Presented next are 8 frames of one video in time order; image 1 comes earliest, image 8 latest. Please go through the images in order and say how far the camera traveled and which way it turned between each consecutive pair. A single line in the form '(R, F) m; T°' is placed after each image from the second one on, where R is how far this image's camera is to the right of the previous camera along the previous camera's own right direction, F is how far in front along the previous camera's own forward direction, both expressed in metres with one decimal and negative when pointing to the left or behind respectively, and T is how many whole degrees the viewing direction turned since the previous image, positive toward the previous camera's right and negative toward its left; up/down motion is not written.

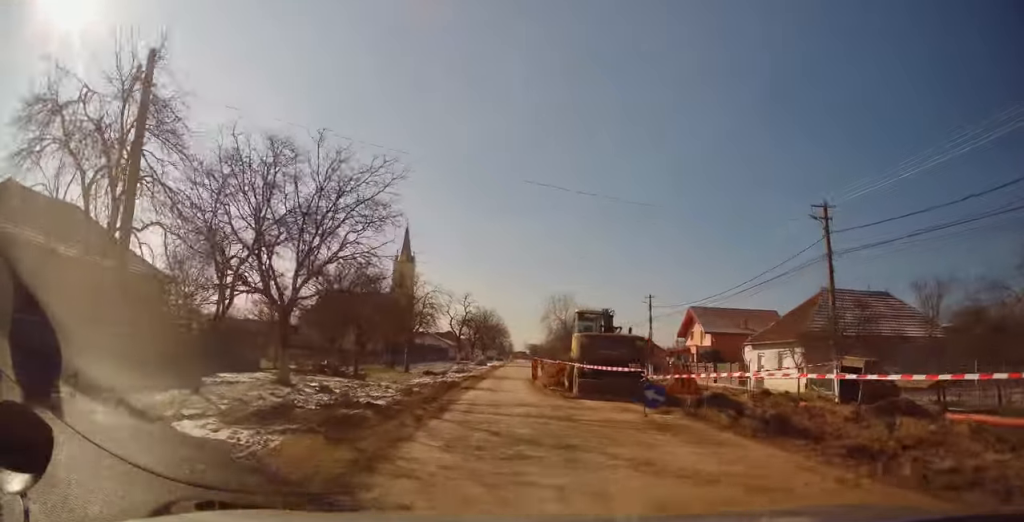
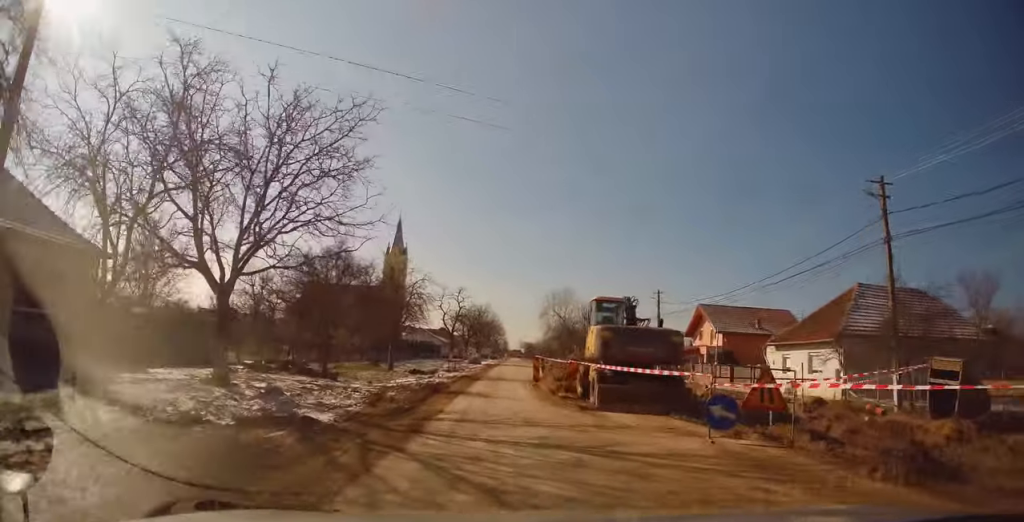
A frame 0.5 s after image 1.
(0.0, +4.3) m; +1°
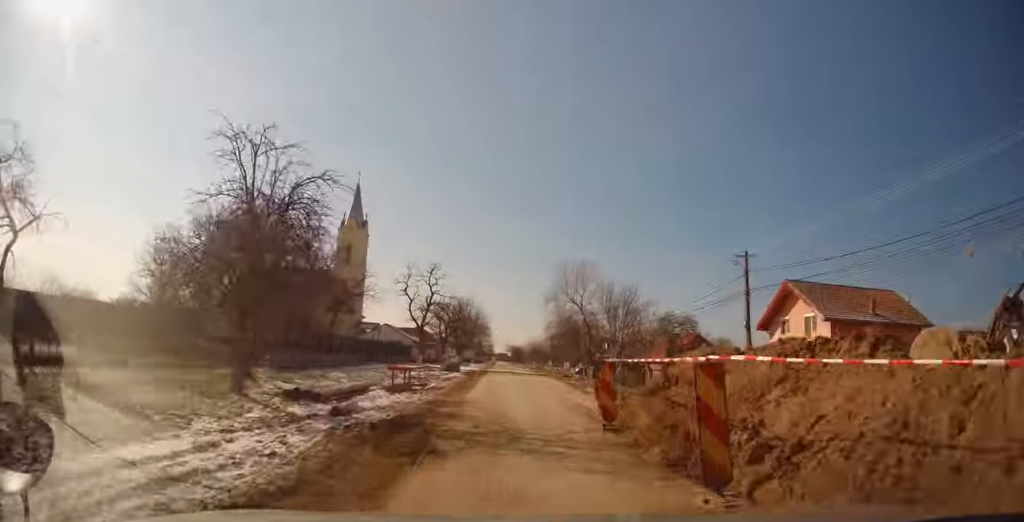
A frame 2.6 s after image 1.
(-0.5, +20.0) m; -2°
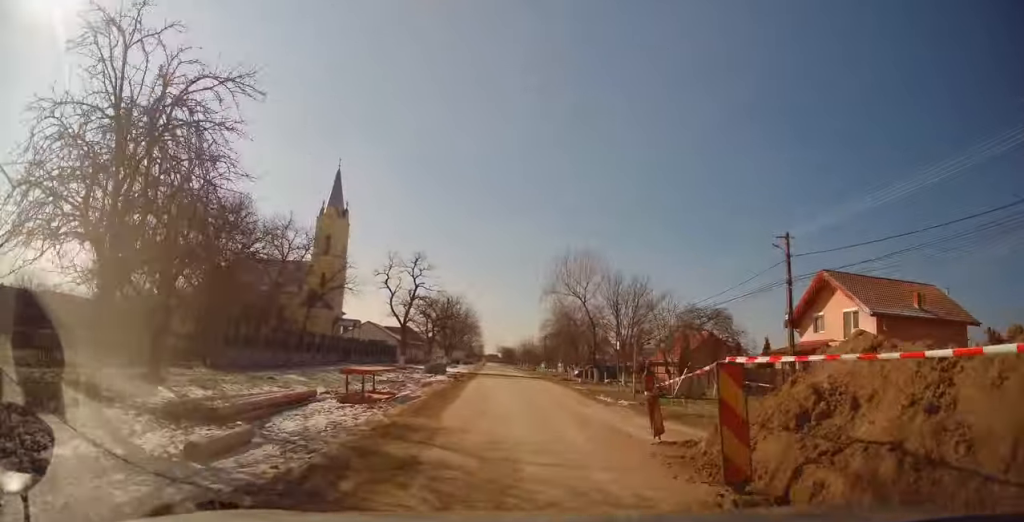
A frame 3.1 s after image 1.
(+0.1, +5.4) m; +2°
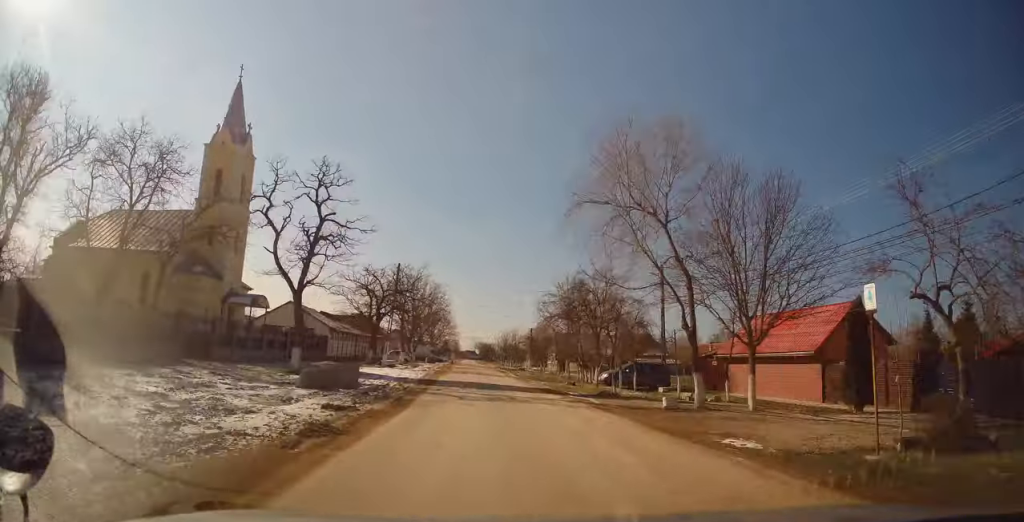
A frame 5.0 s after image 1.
(+1.4, +21.0) m; +4°
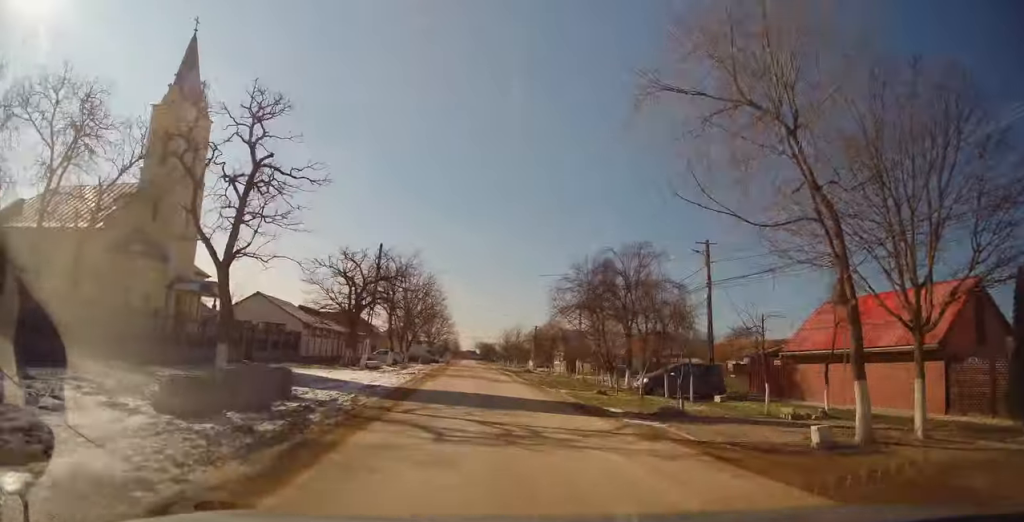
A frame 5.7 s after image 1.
(-0.2, +7.7) m; +1°
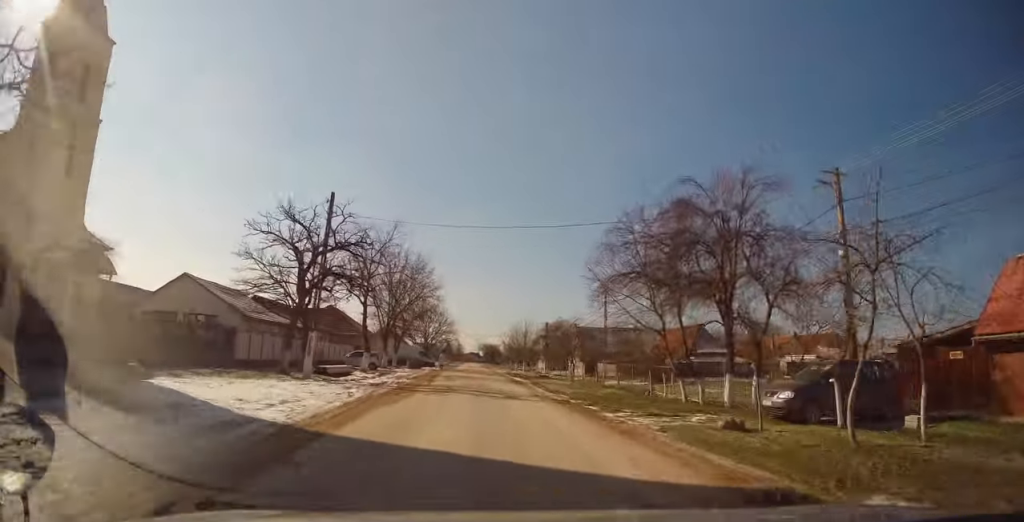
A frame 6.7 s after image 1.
(+0.5, +12.3) m; 0°
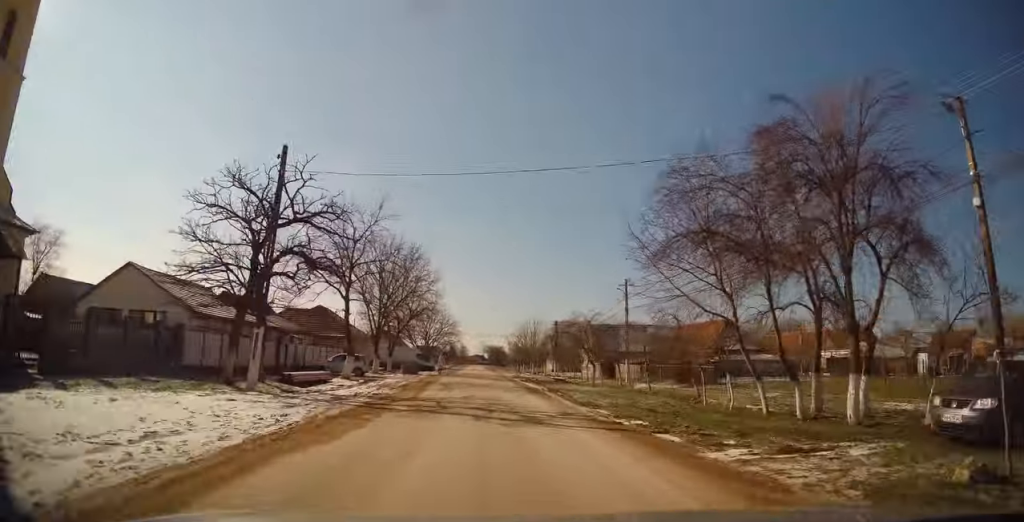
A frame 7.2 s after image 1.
(-0.2, +6.4) m; -1°
